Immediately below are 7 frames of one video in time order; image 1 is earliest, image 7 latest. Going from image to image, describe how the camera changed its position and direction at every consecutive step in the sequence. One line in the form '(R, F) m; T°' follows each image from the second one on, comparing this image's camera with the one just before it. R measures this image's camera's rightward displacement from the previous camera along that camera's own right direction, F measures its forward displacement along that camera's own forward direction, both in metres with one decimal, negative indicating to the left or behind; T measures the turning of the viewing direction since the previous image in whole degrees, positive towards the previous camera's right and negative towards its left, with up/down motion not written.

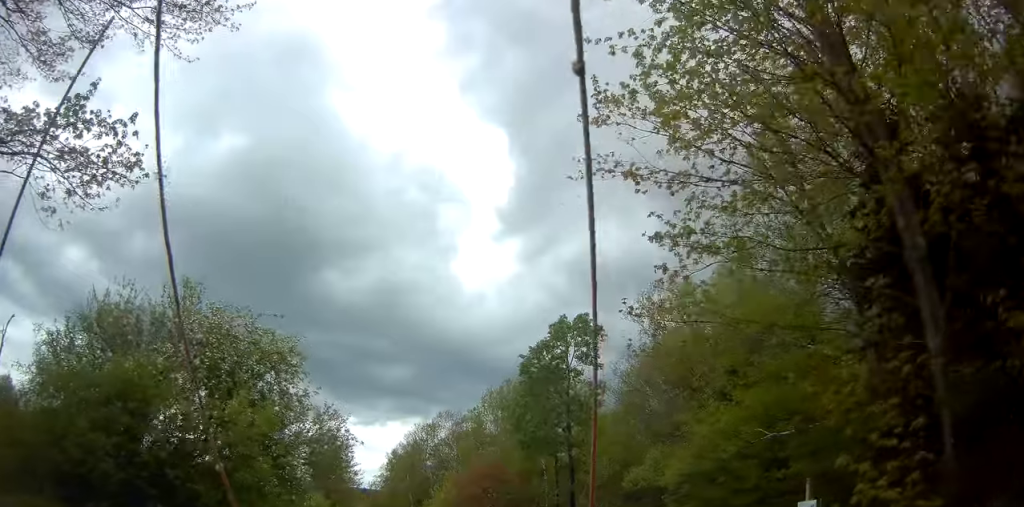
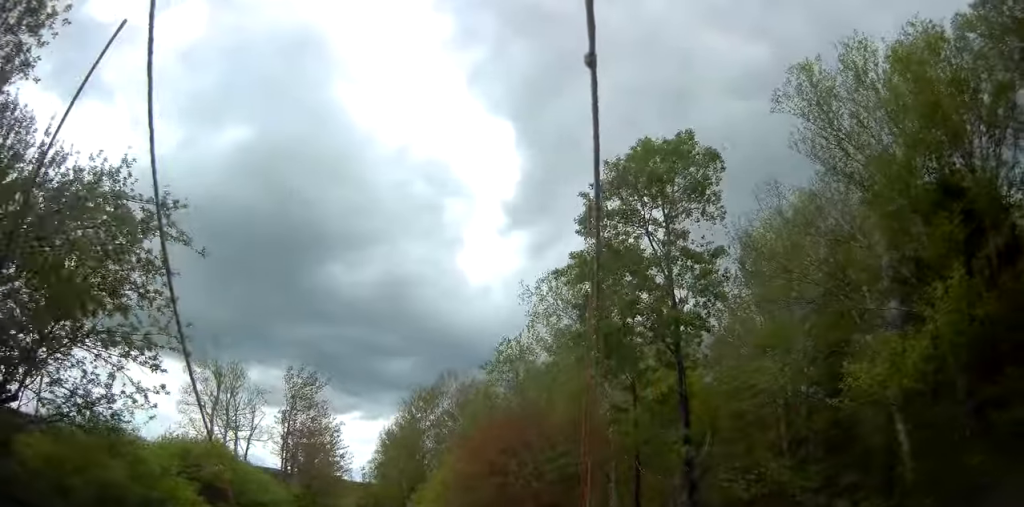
(+0.4, +15.2) m; +5°
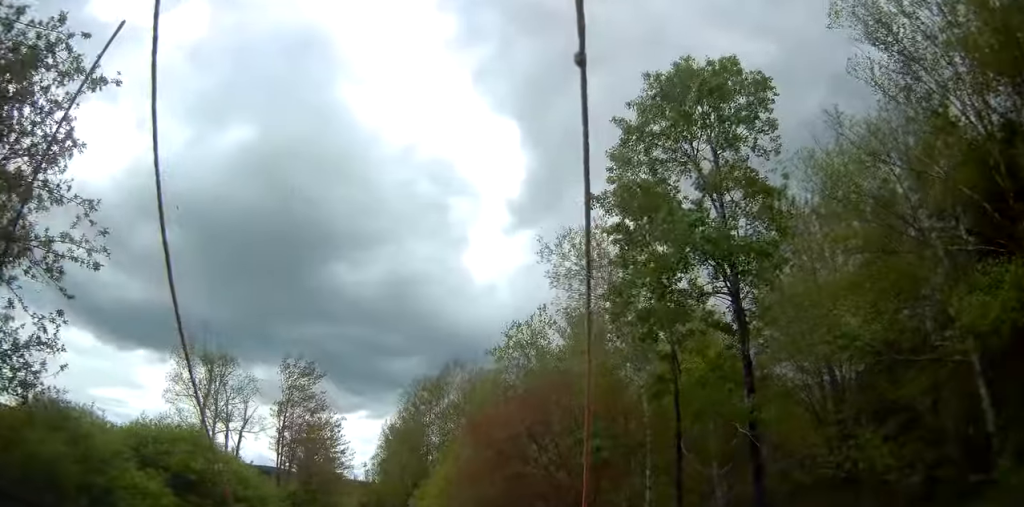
(+0.1, +5.4) m; -3°
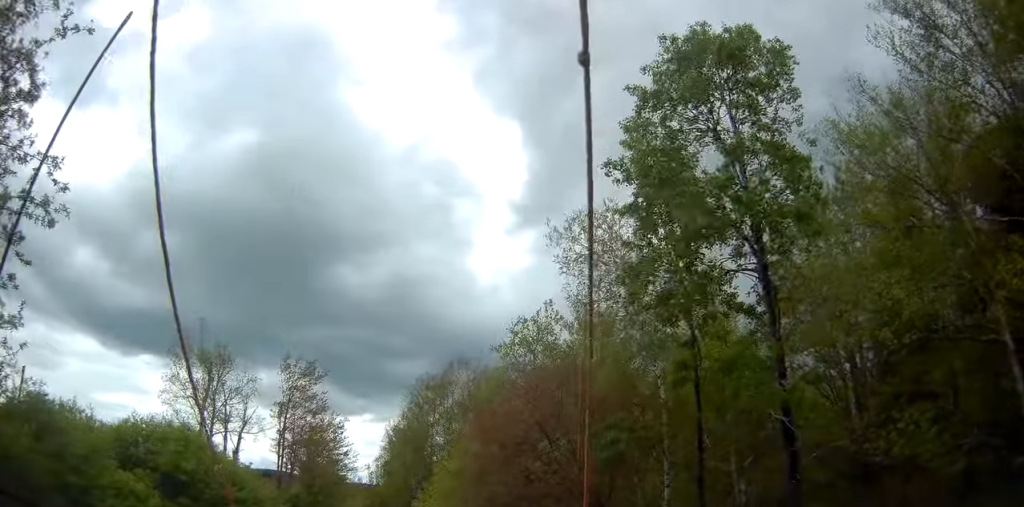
(-0.1, +2.2) m; -4°
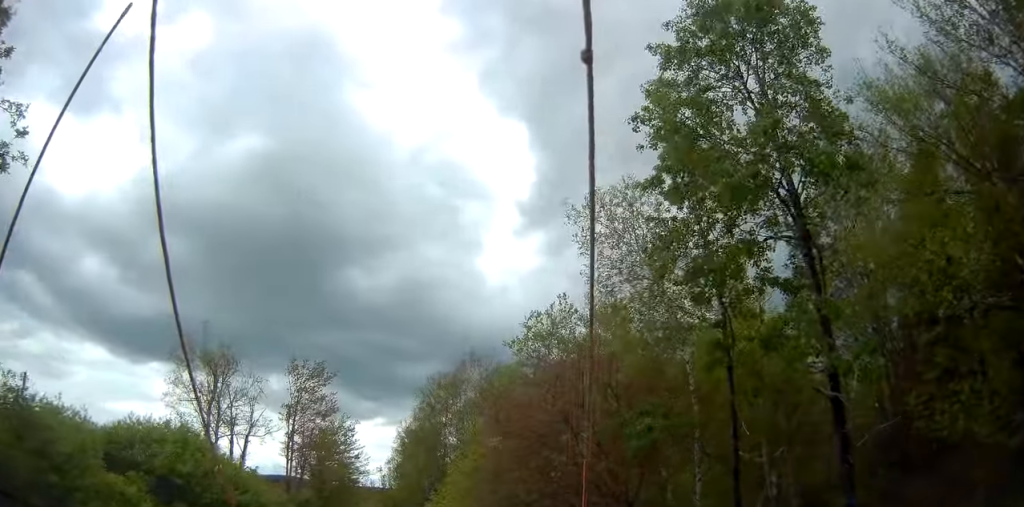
(-0.2, +1.6) m; -2°
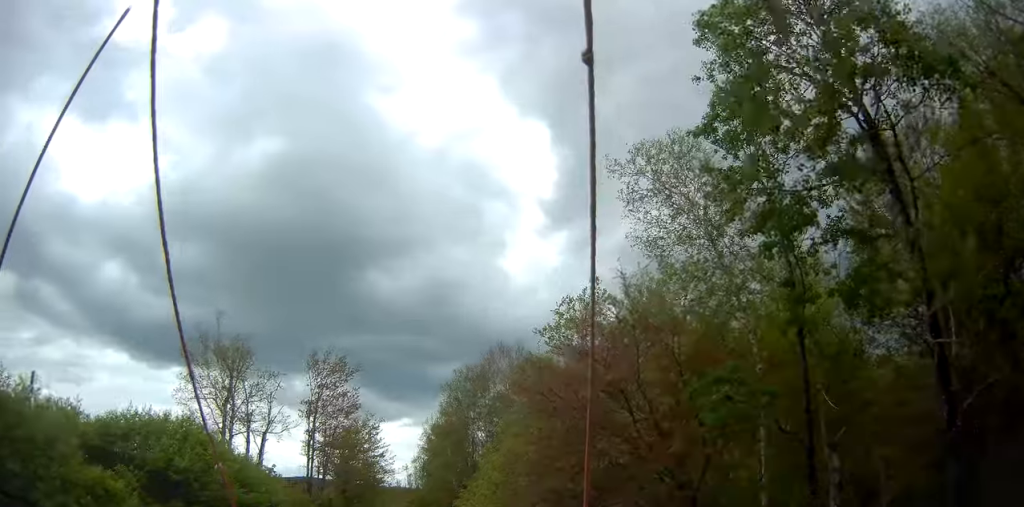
(+0.2, +1.0) m; +4°
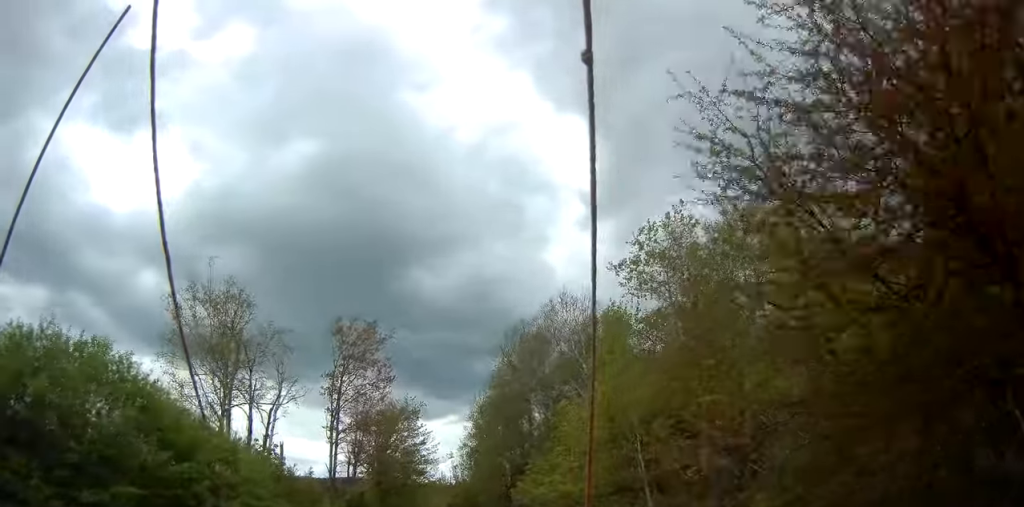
(-0.5, +5.7) m; -8°
